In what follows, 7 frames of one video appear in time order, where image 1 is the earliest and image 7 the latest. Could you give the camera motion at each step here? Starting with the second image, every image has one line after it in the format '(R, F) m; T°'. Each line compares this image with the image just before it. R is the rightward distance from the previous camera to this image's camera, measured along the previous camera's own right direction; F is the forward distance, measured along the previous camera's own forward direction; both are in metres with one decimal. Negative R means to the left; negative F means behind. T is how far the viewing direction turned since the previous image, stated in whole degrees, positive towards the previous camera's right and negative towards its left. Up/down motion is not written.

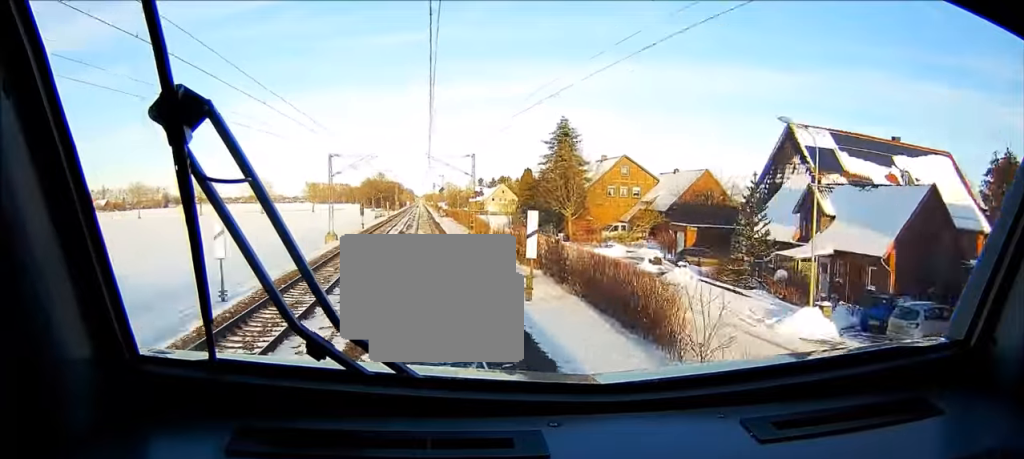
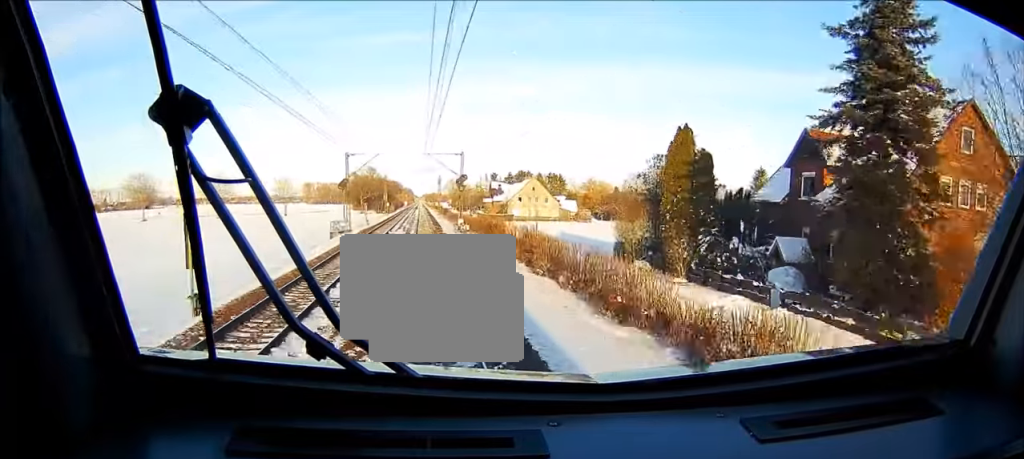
(+0.1, +59.5) m; 0°
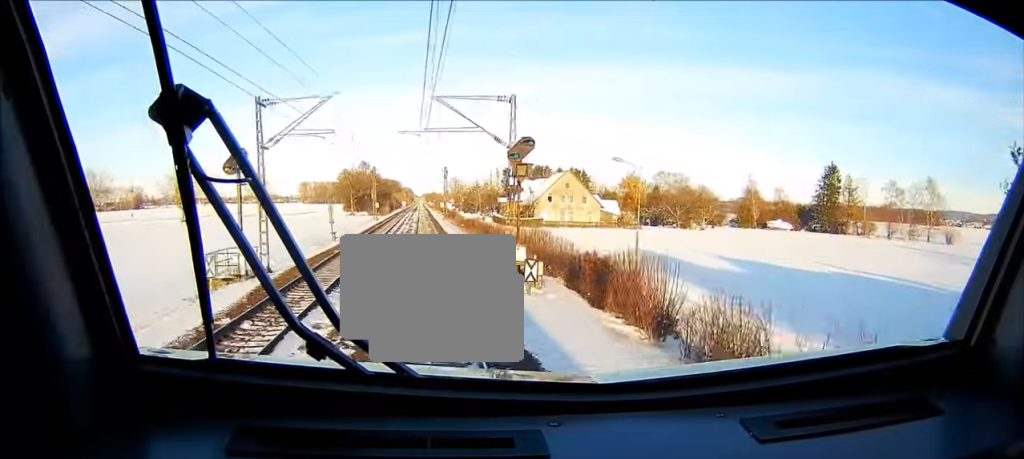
(-0.1, +37.5) m; 0°
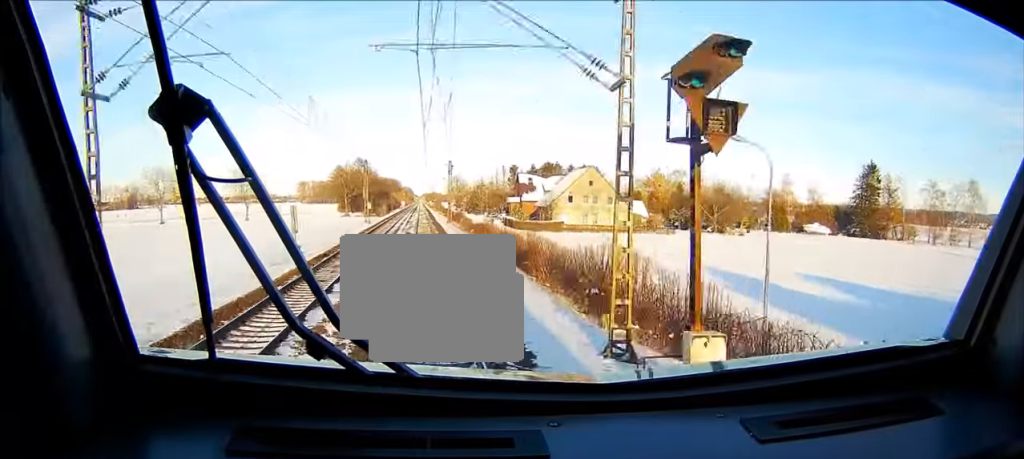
(0.0, +16.8) m; 0°
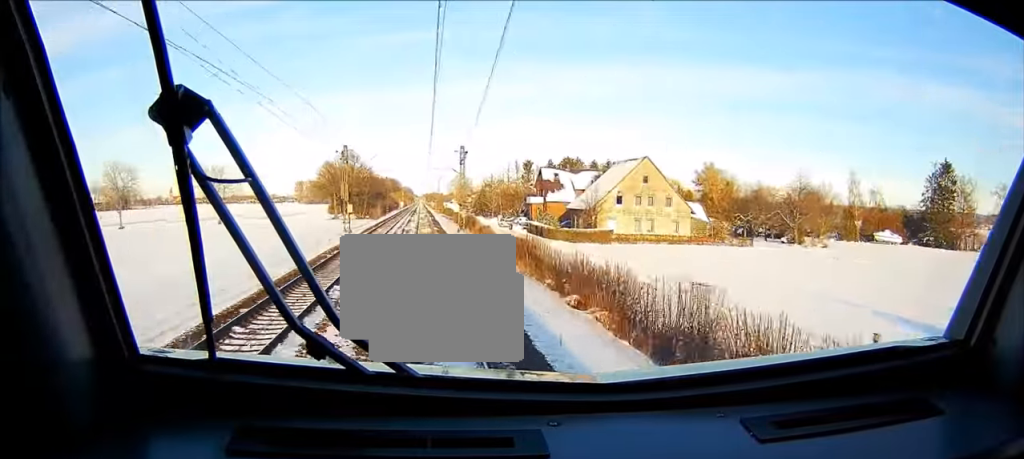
(0.0, +27.2) m; 0°
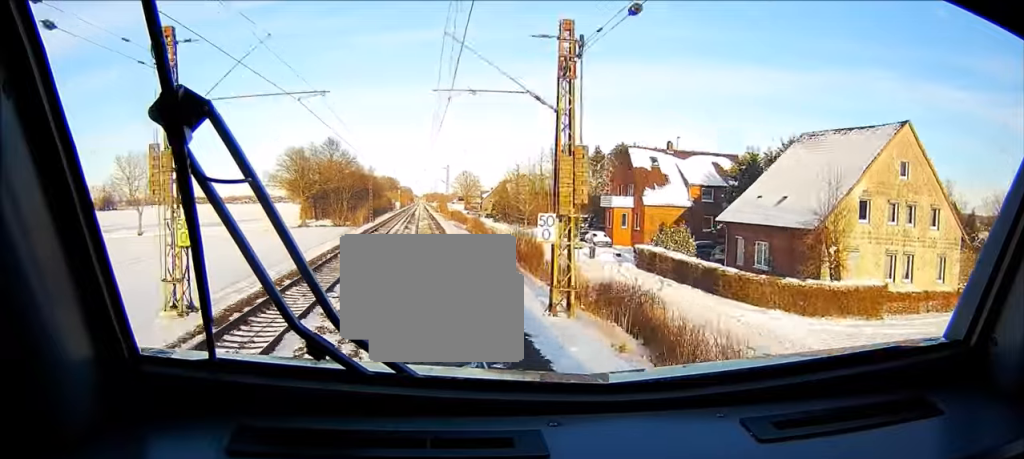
(0.0, +47.5) m; 0°
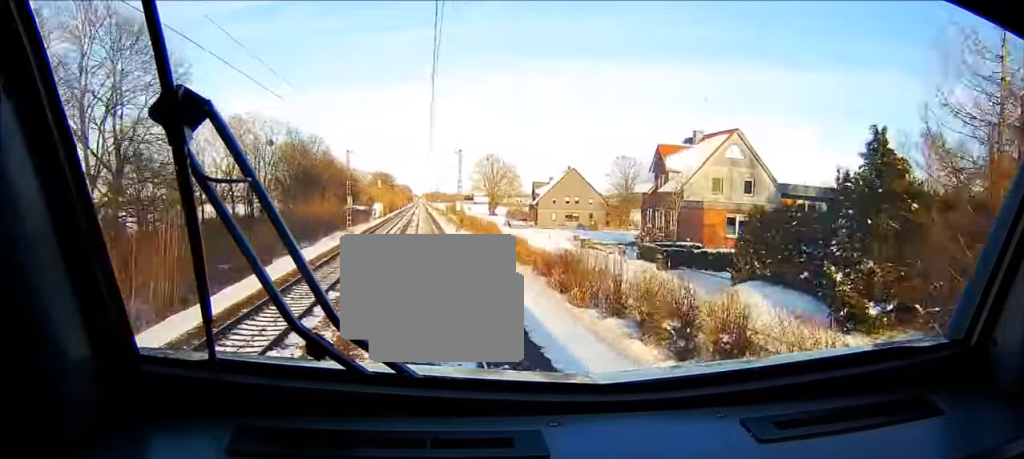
(-0.2, +111.8) m; 0°
